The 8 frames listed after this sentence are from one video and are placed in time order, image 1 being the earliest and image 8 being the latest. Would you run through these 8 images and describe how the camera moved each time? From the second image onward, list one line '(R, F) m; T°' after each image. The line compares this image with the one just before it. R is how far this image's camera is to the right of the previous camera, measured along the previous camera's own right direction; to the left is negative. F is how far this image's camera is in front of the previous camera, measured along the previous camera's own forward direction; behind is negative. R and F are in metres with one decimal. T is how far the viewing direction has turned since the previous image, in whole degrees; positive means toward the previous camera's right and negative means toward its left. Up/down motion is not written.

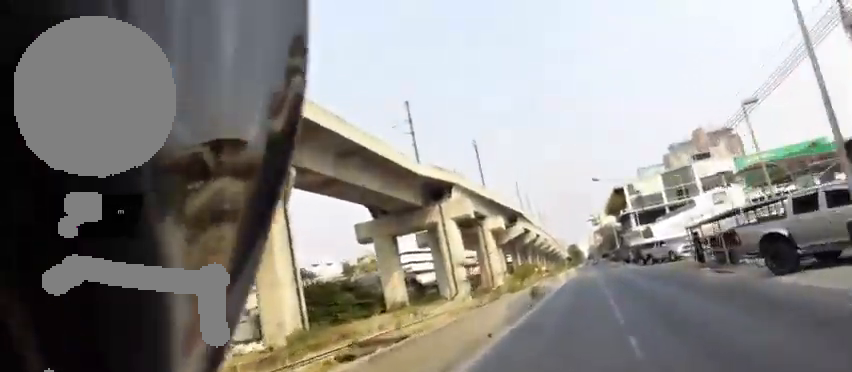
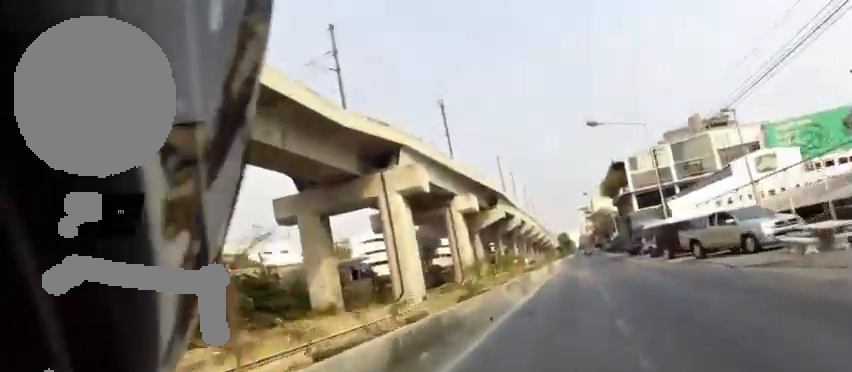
(0.0, +18.9) m; 0°
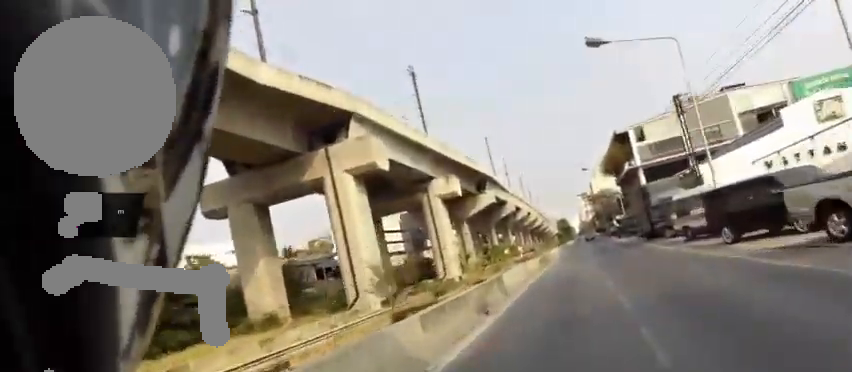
(0.0, +11.8) m; 0°
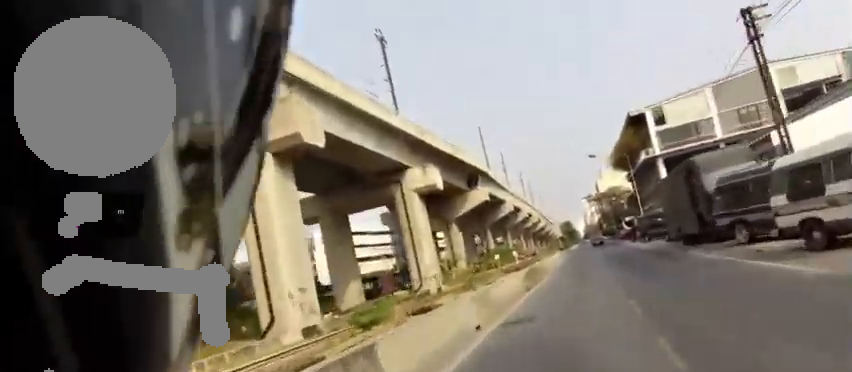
(0.0, +12.7) m; +1°
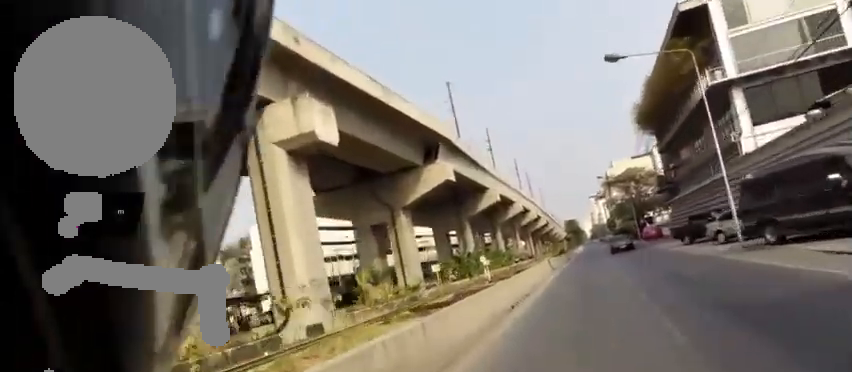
(+0.6, +27.7) m; +3°
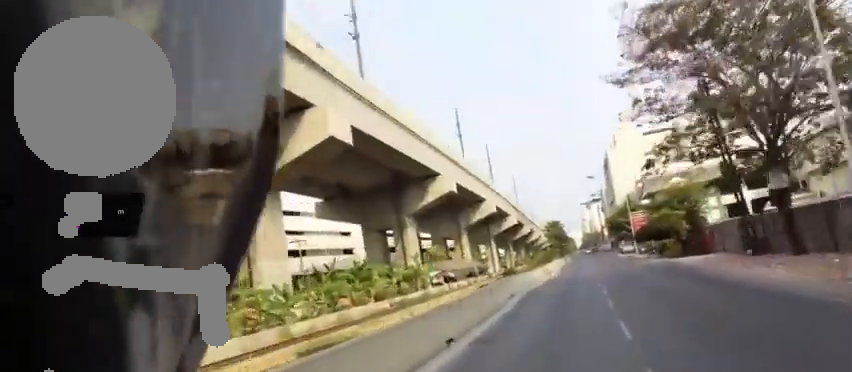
(+0.9, +56.5) m; -4°
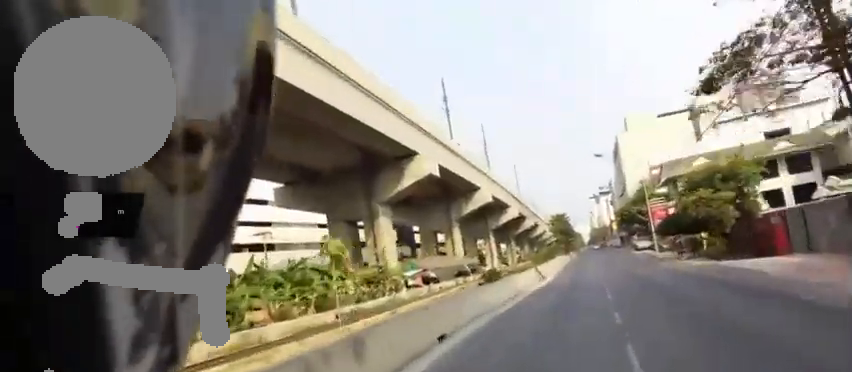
(-0.9, +10.5) m; 0°
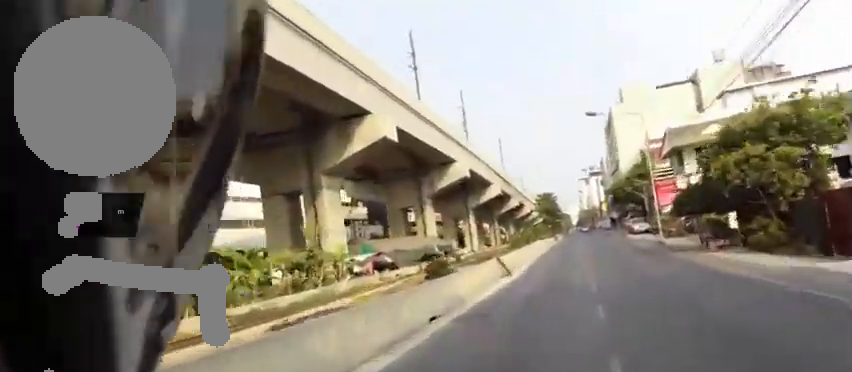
(-0.8, +9.8) m; 0°
